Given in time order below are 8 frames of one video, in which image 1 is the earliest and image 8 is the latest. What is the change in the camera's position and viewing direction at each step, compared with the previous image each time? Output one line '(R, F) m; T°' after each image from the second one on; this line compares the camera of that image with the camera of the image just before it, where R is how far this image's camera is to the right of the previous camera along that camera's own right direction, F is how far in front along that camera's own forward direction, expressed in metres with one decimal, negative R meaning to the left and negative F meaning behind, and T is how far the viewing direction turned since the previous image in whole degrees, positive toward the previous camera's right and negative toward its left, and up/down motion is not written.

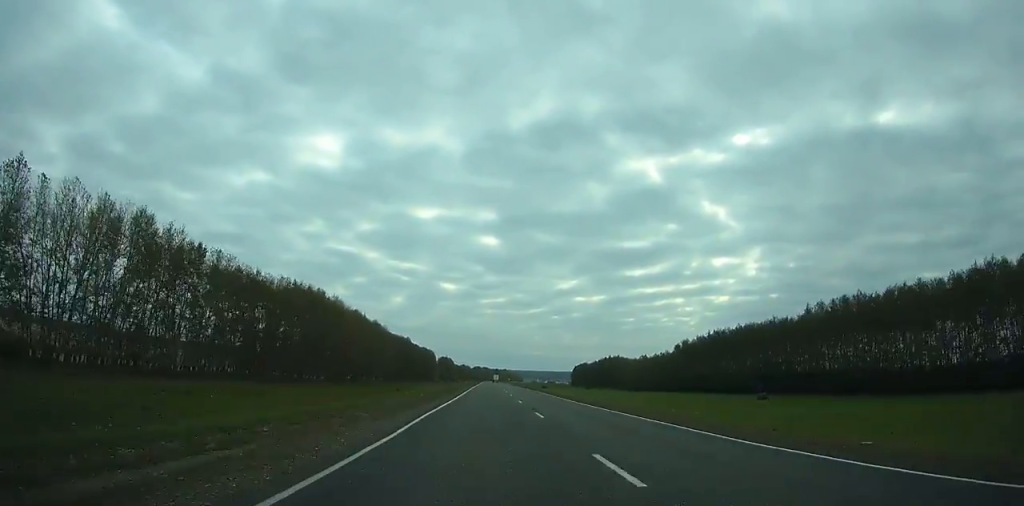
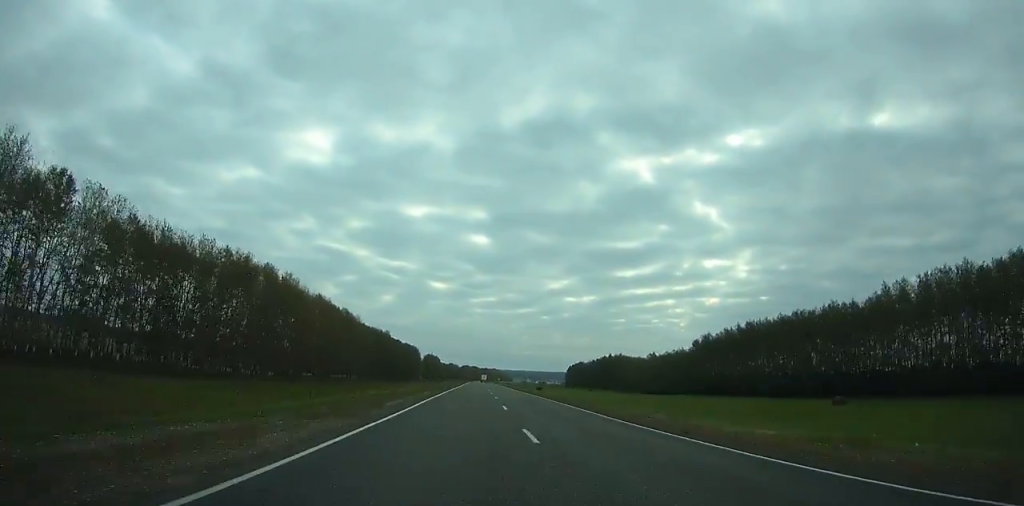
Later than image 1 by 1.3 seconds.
(+0.2, +28.6) m; 0°
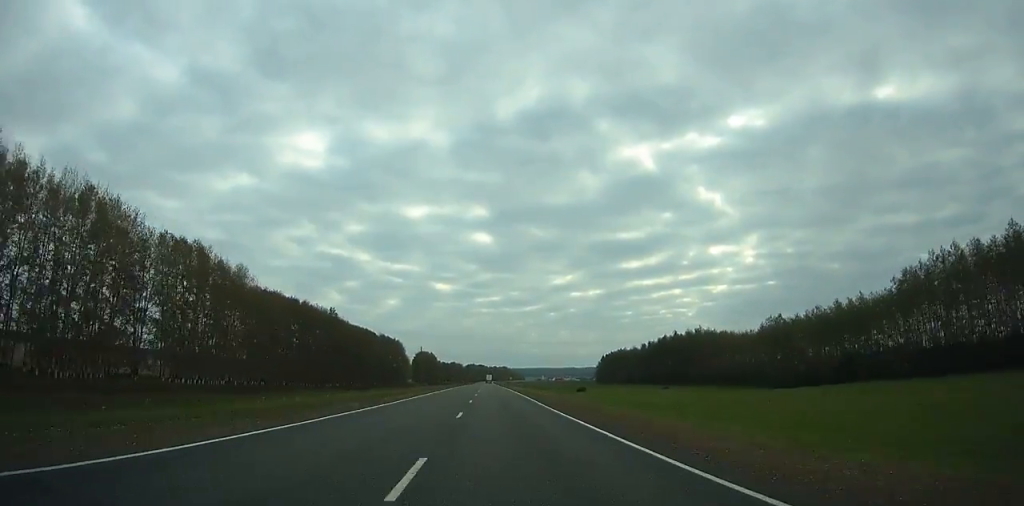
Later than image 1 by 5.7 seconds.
(-0.1, +99.9) m; 0°
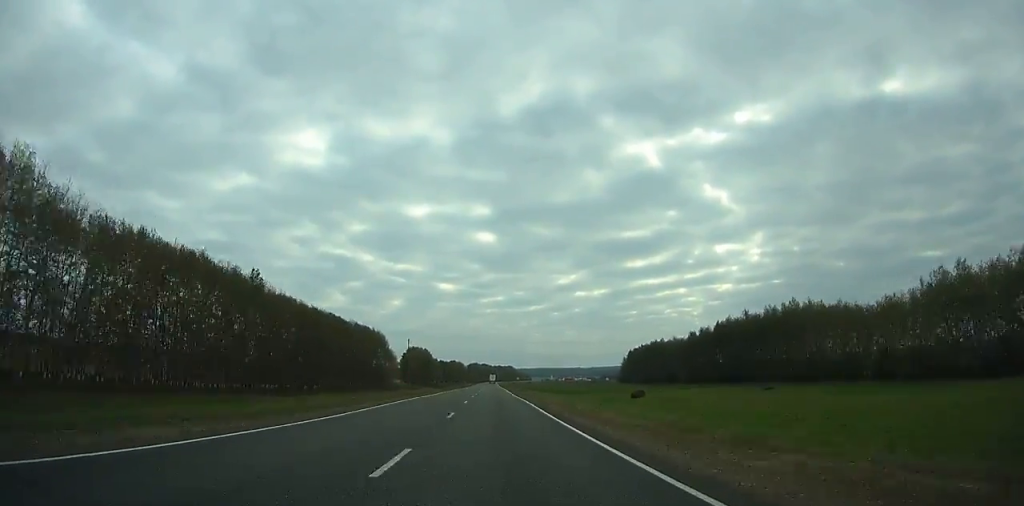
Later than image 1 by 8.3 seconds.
(-0.2, +59.5) m; 0°
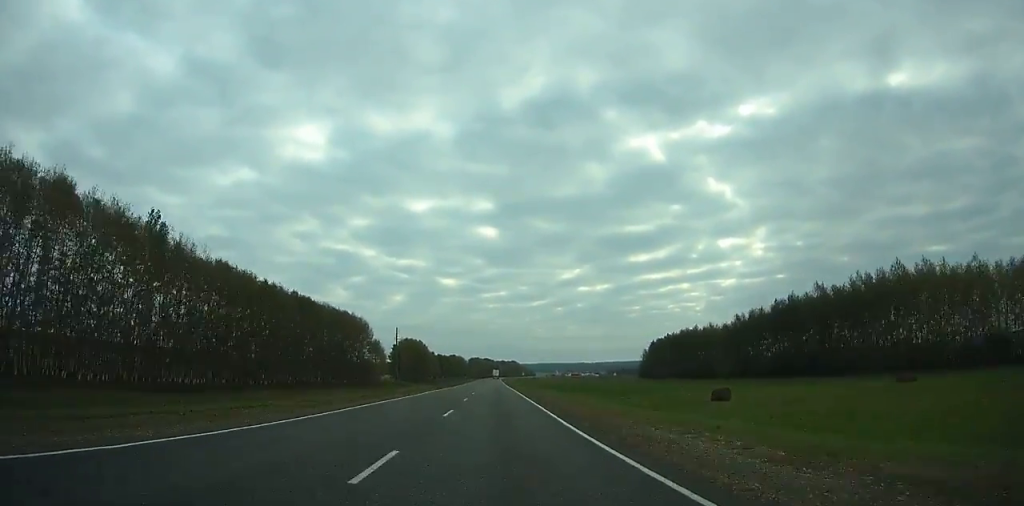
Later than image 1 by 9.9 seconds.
(-0.1, +36.5) m; 0°
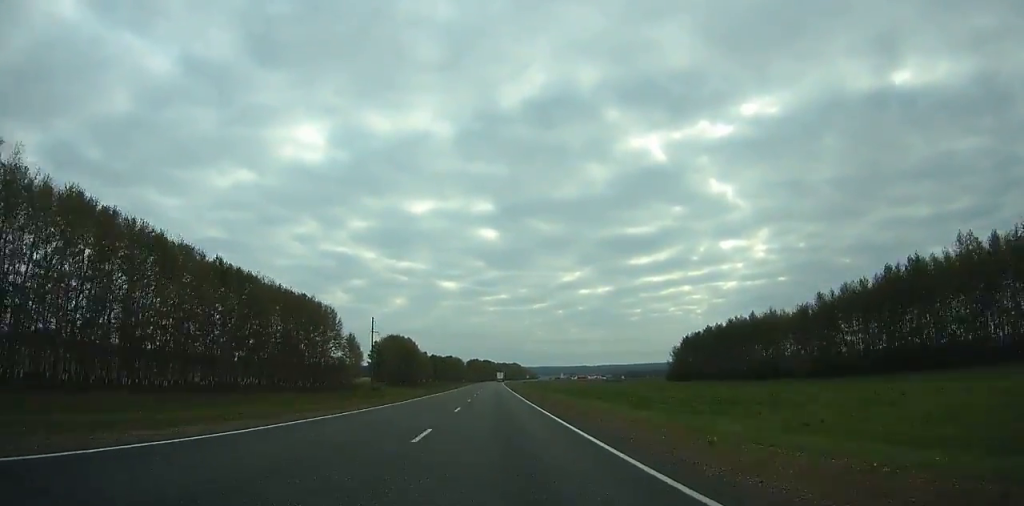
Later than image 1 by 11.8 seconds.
(-0.1, +43.0) m; 0°
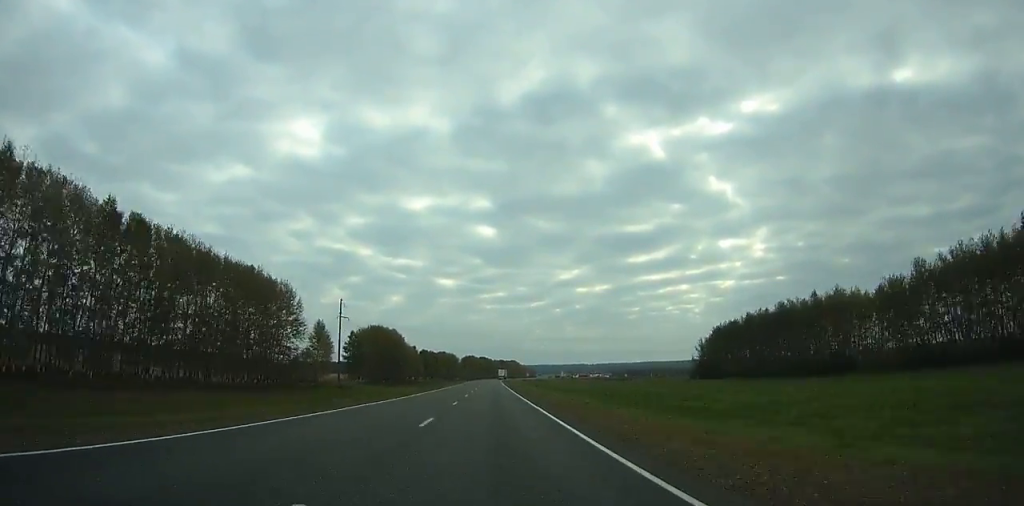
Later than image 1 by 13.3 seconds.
(-0.1, +33.7) m; 0°
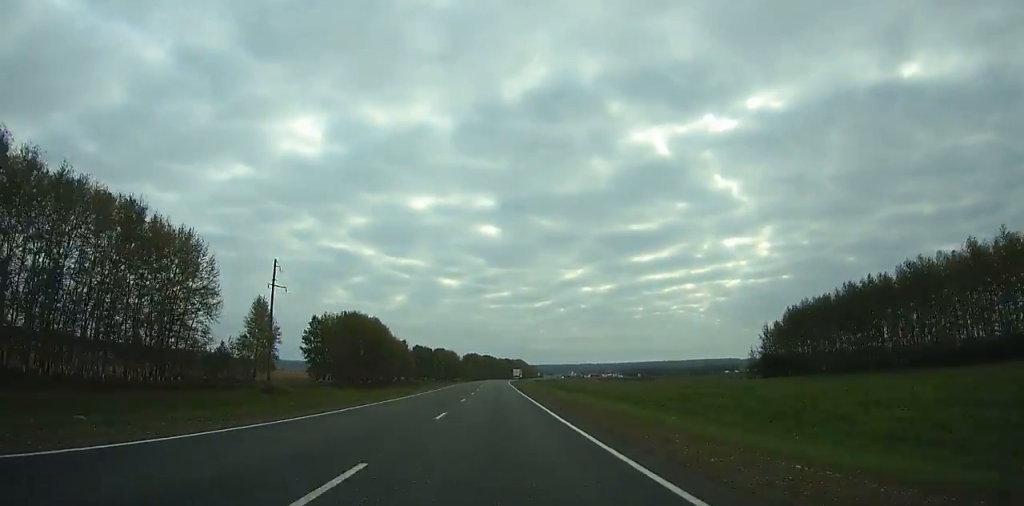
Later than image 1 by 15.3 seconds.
(+0.1, +44.4) m; 0°
